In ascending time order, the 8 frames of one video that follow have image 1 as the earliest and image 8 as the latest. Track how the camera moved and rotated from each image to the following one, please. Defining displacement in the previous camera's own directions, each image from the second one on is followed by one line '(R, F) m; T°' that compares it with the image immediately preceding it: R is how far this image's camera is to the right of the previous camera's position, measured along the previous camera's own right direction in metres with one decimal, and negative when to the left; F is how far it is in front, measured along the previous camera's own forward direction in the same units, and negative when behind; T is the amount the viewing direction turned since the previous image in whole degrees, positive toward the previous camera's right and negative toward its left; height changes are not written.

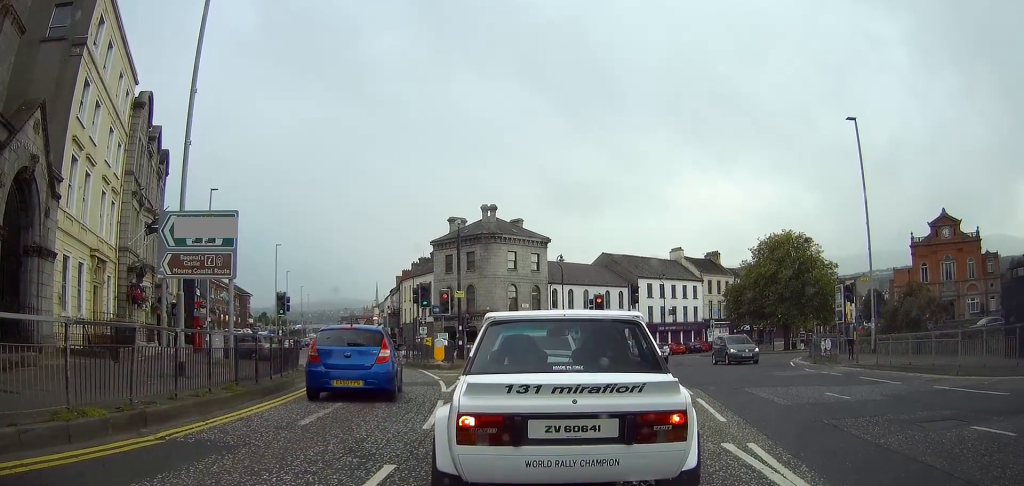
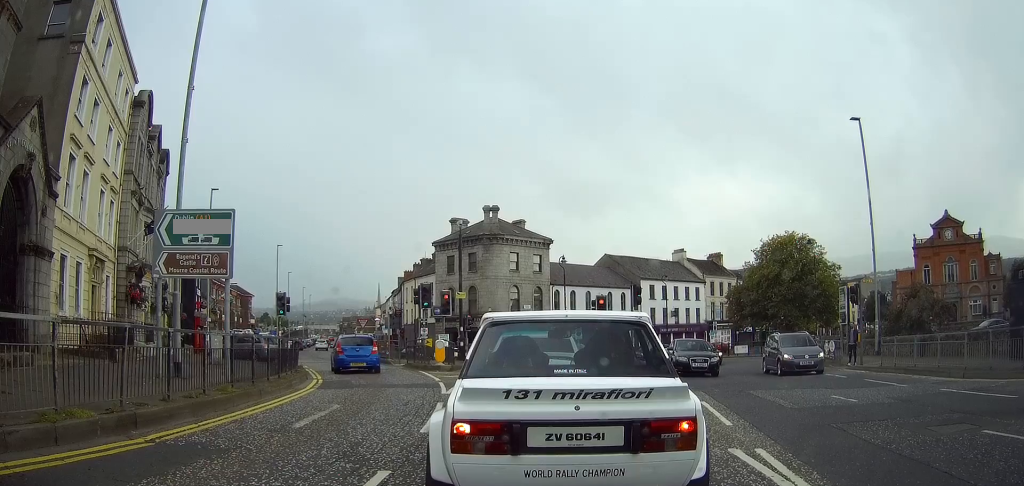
(+0.1, +0.7) m; 0°
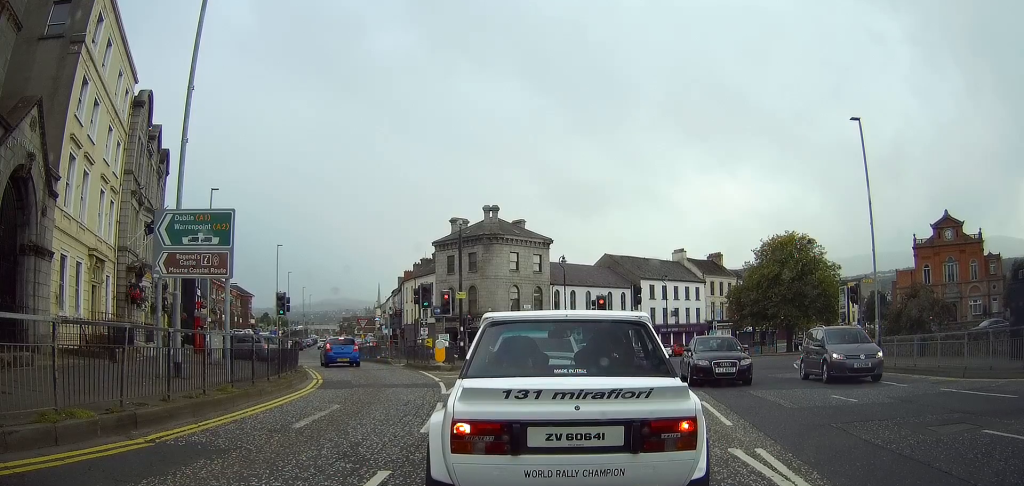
(+0.1, +0.2) m; 0°
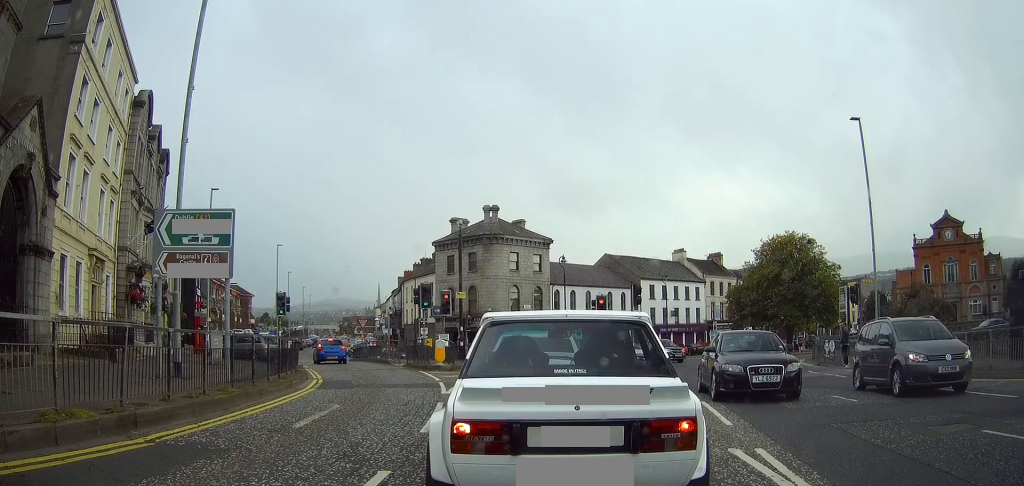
(+0.1, +0.1) m; 0°
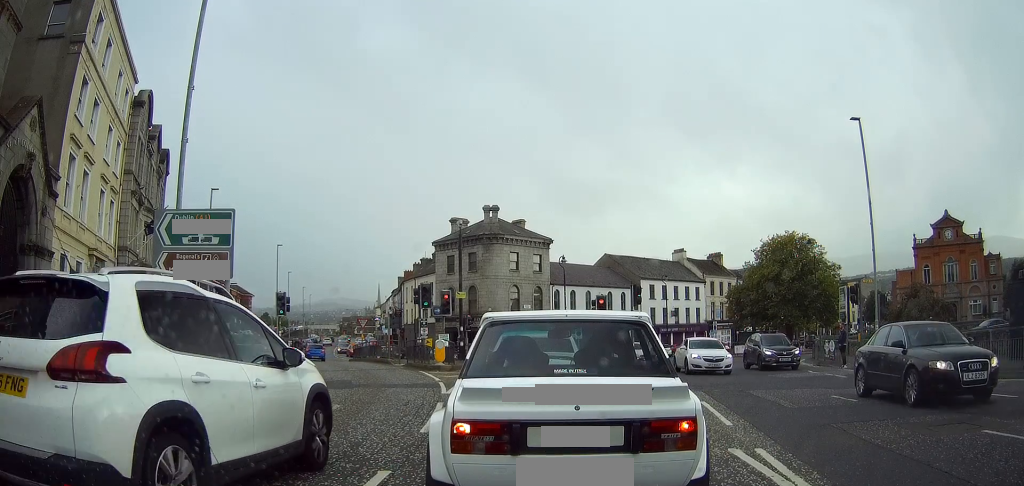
(+0.1, +0.1) m; 0°
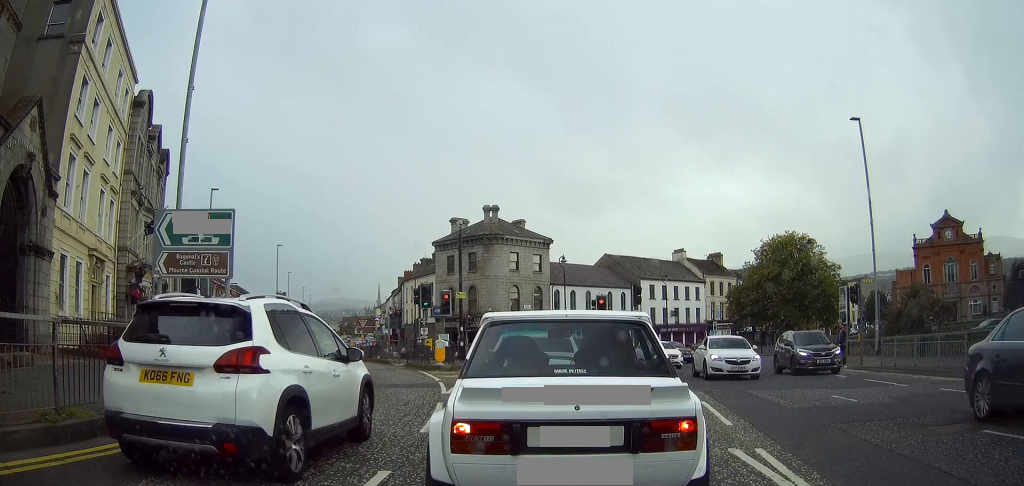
(0.0, 0.0) m; 0°
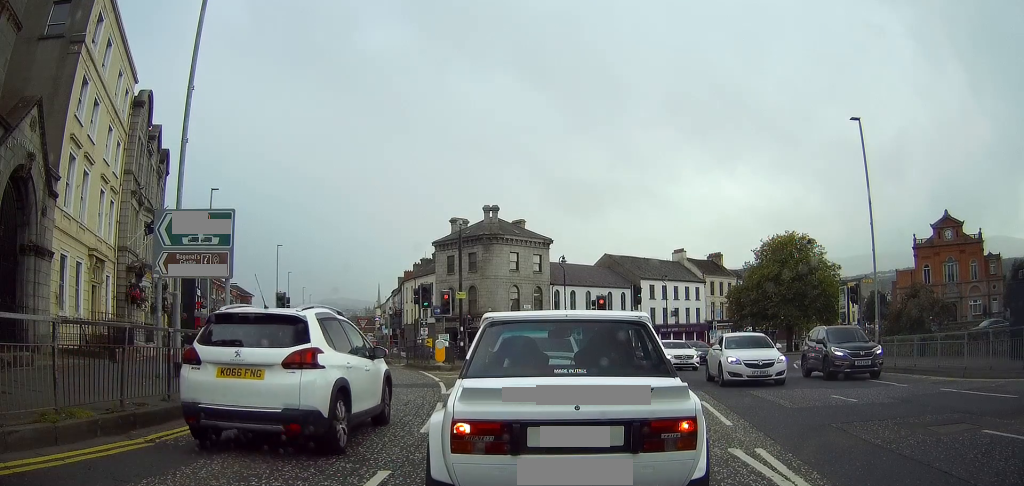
(0.0, 0.0) m; 0°
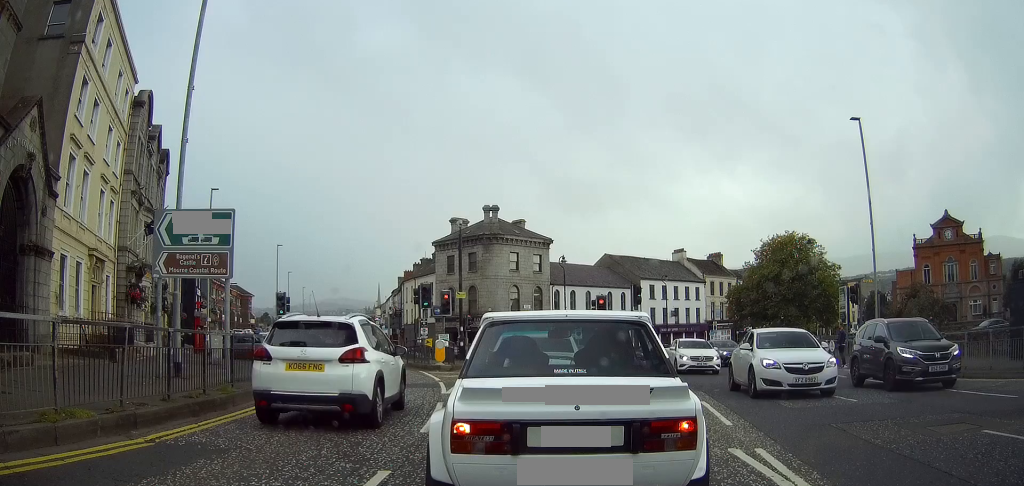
(0.0, 0.0) m; 0°
